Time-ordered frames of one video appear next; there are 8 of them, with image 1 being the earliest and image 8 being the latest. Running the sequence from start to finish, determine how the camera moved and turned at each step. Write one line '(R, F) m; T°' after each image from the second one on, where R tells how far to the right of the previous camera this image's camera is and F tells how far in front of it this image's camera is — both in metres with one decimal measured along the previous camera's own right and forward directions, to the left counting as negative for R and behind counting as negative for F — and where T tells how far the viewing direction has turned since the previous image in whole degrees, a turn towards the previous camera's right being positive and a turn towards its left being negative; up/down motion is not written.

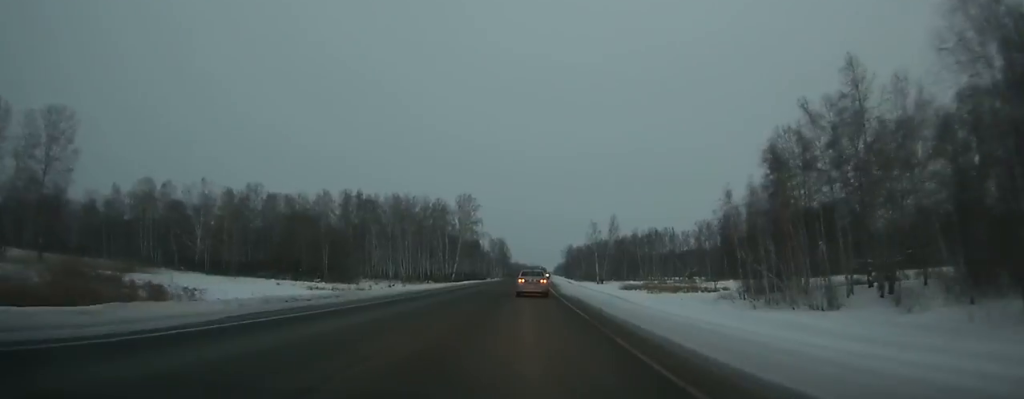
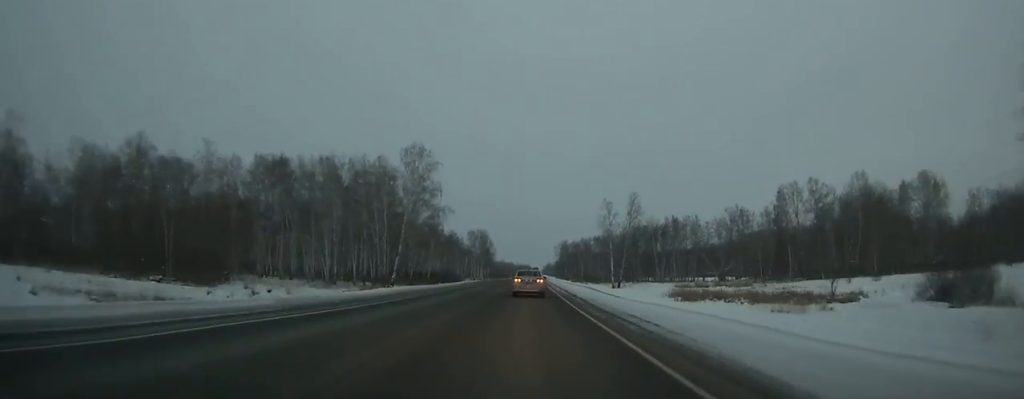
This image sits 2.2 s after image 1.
(+0.5, +53.1) m; +1°
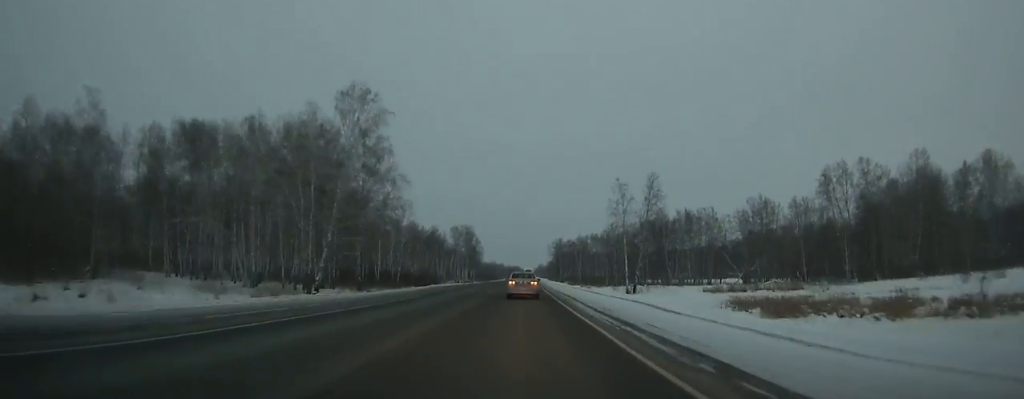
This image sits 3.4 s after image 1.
(+0.3, +28.7) m; 0°
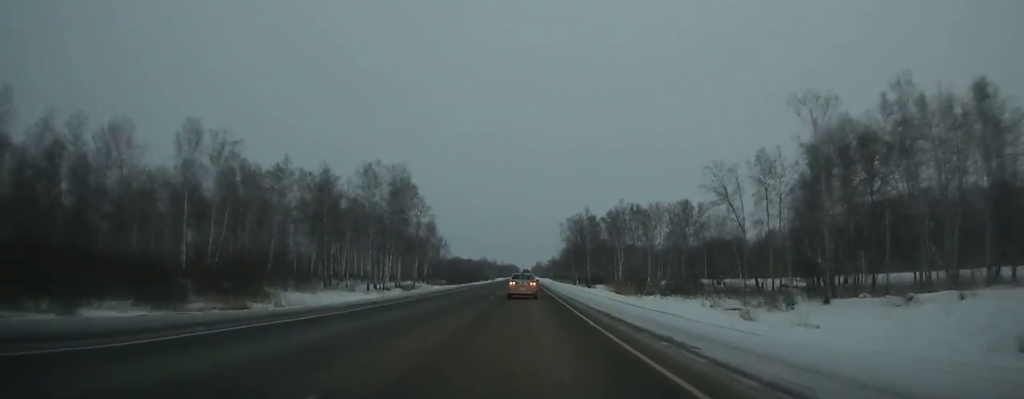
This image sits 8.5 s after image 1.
(+0.9, +122.2) m; +1°
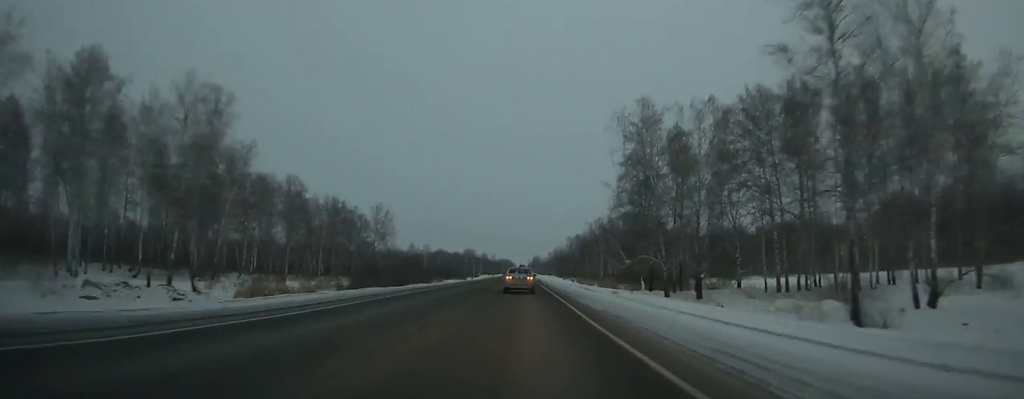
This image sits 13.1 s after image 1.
(+0.2, +110.5) m; 0°
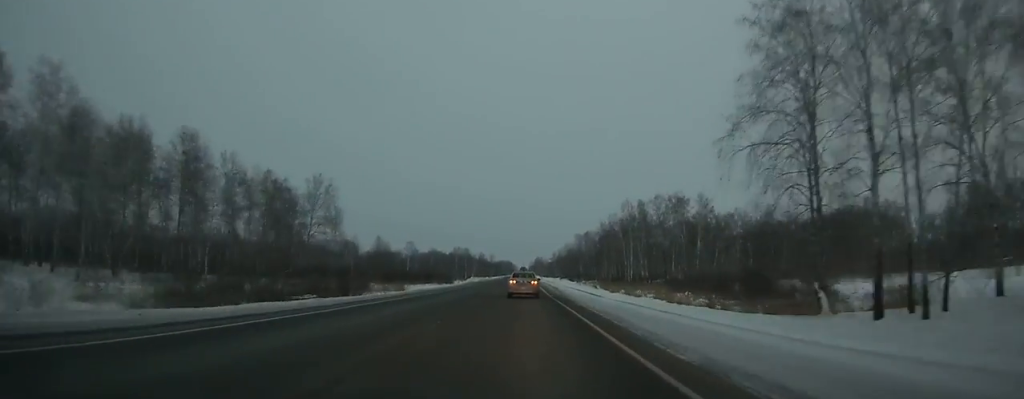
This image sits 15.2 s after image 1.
(+0.1, +50.1) m; 0°
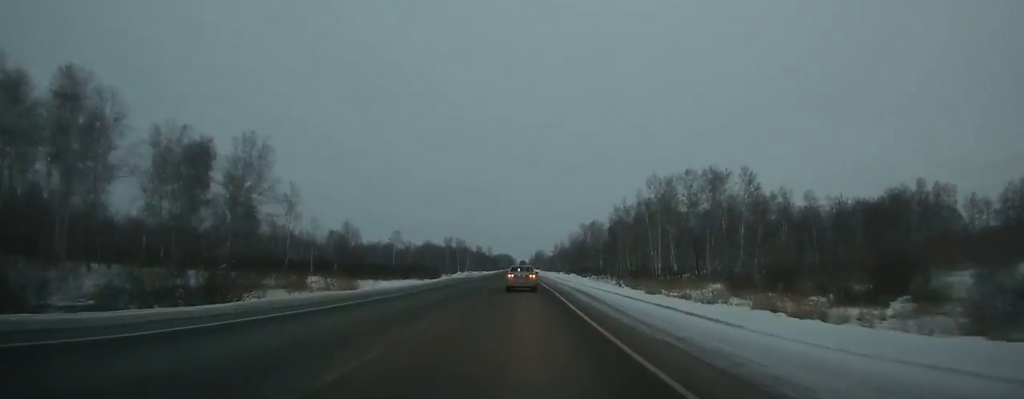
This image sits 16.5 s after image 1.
(0.0, +30.9) m; 0°
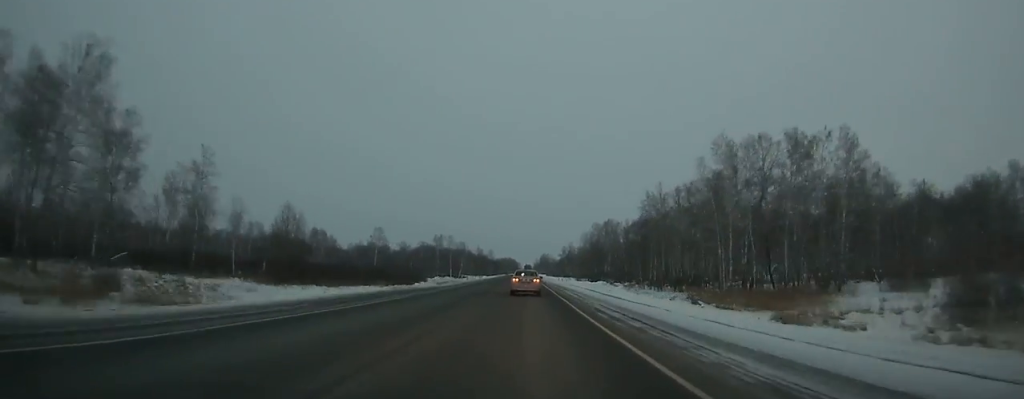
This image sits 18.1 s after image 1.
(-0.1, +38.0) m; 0°
